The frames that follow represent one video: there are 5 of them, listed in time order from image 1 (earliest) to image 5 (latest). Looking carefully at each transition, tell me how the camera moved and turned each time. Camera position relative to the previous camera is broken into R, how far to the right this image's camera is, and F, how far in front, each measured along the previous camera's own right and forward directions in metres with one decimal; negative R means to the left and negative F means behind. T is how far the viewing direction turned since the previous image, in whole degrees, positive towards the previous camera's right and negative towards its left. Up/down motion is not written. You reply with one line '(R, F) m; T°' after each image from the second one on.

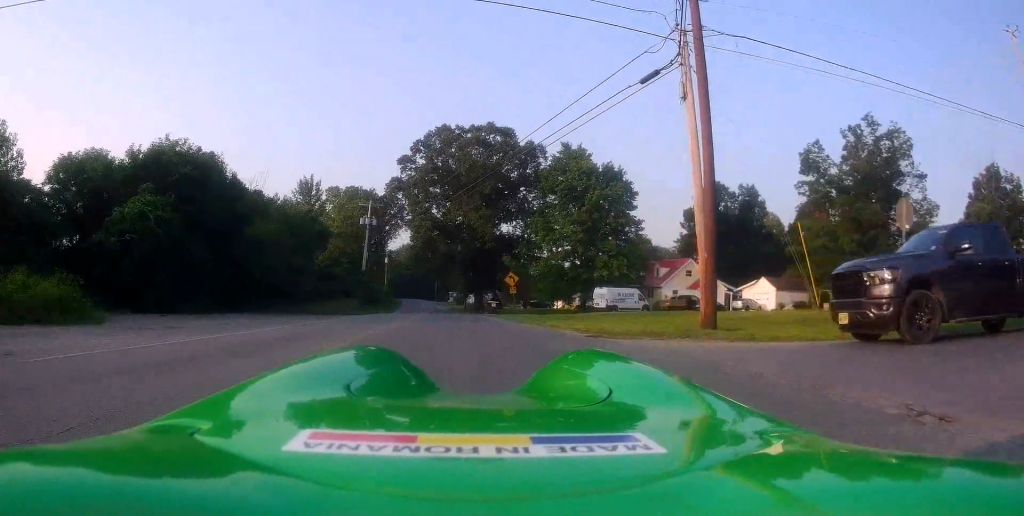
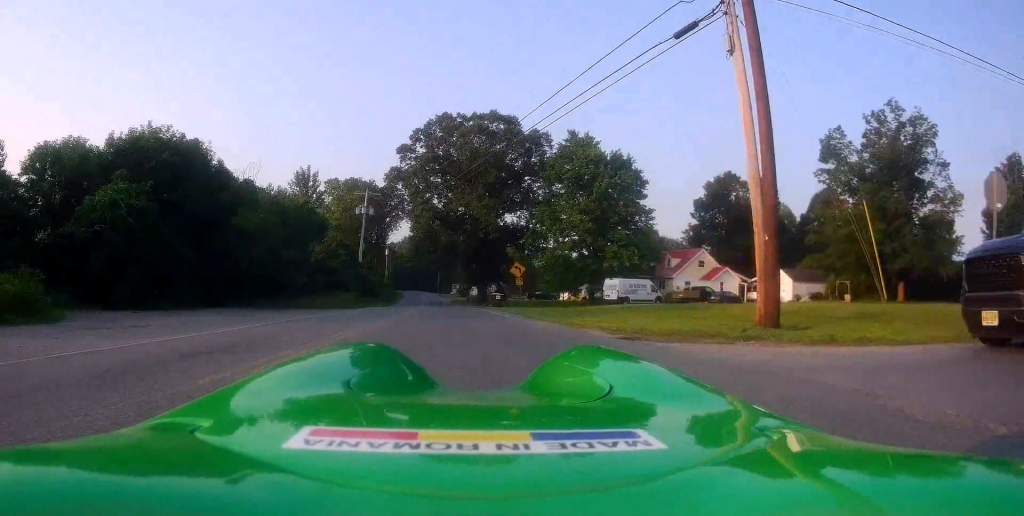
(0.0, +3.3) m; 0°
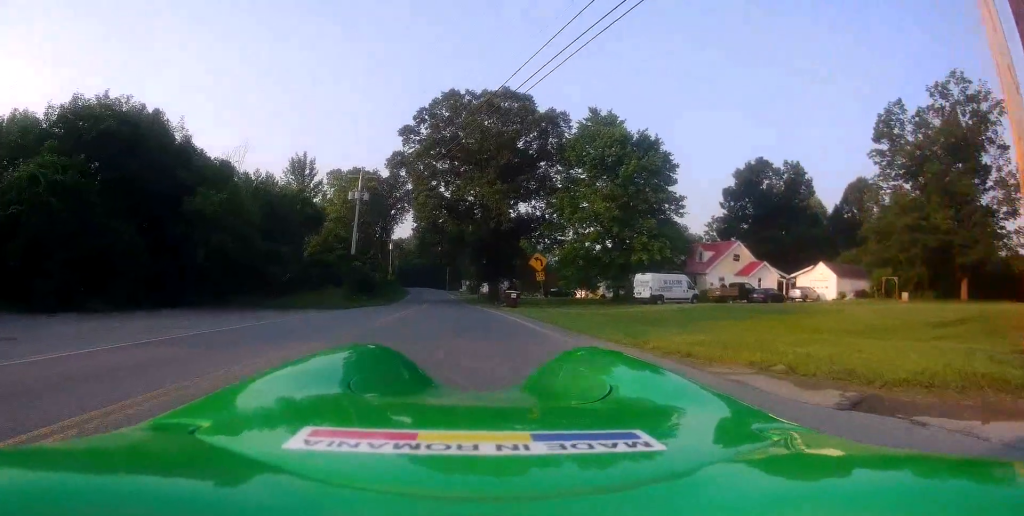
(0.0, +7.5) m; 0°
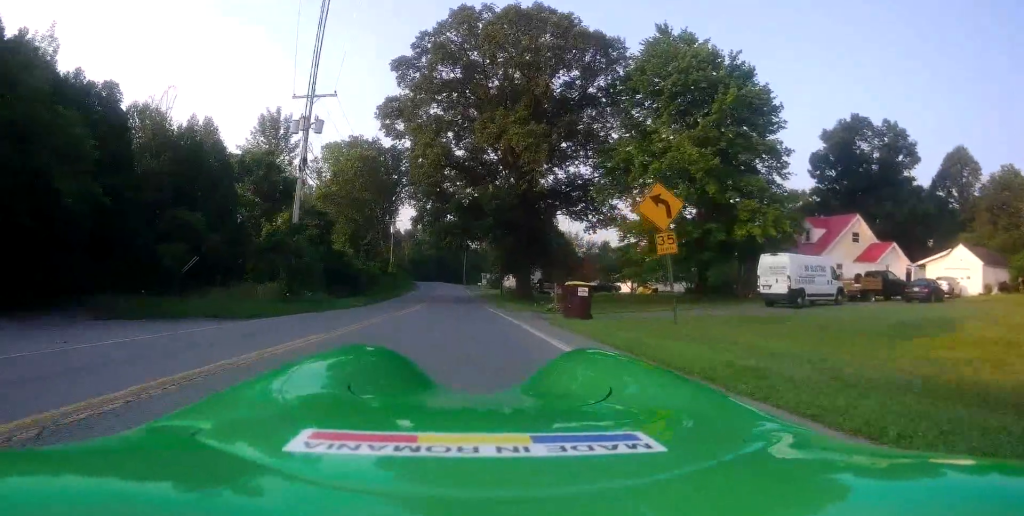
(0.0, +19.7) m; 0°
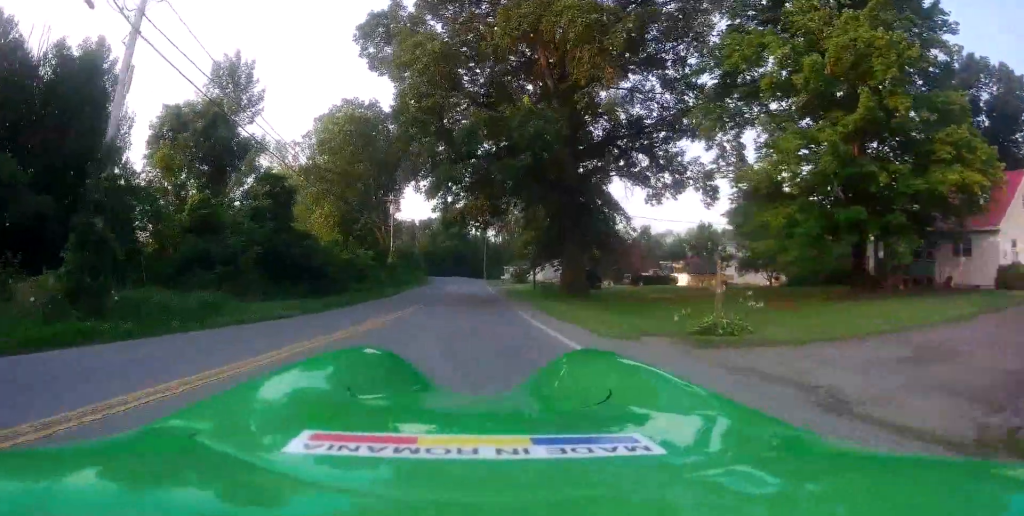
(-0.8, +16.7) m; -5°
